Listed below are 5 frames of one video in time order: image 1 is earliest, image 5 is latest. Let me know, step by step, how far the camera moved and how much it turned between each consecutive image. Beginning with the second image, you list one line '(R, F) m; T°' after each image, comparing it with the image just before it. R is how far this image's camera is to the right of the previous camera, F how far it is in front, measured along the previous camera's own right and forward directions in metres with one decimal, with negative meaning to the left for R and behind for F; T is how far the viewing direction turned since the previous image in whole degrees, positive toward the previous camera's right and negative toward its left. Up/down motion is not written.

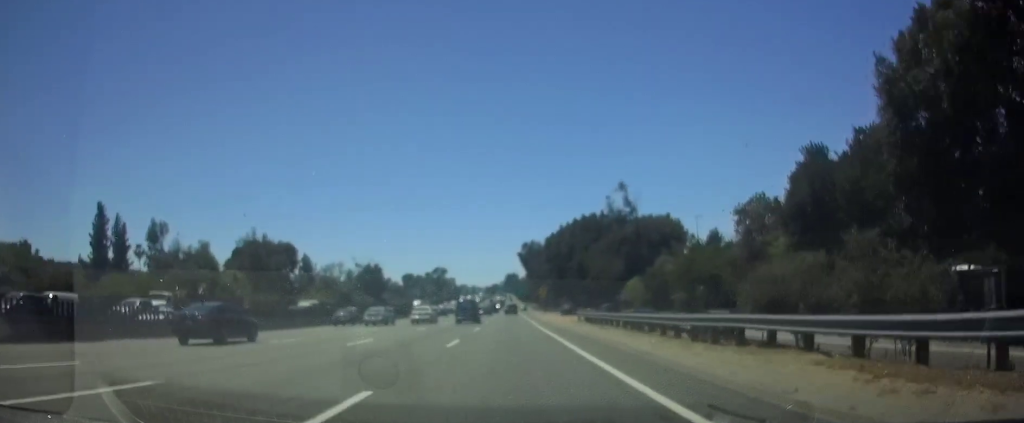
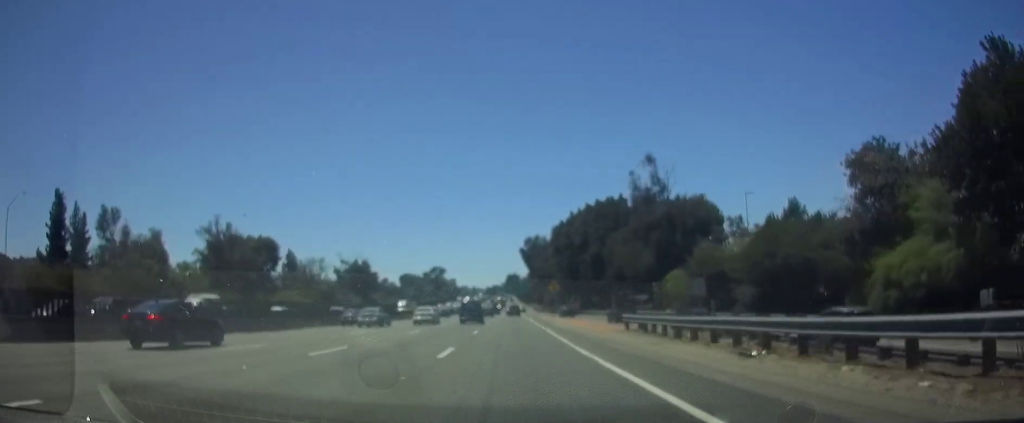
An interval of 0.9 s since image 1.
(-0.3, +18.7) m; 0°
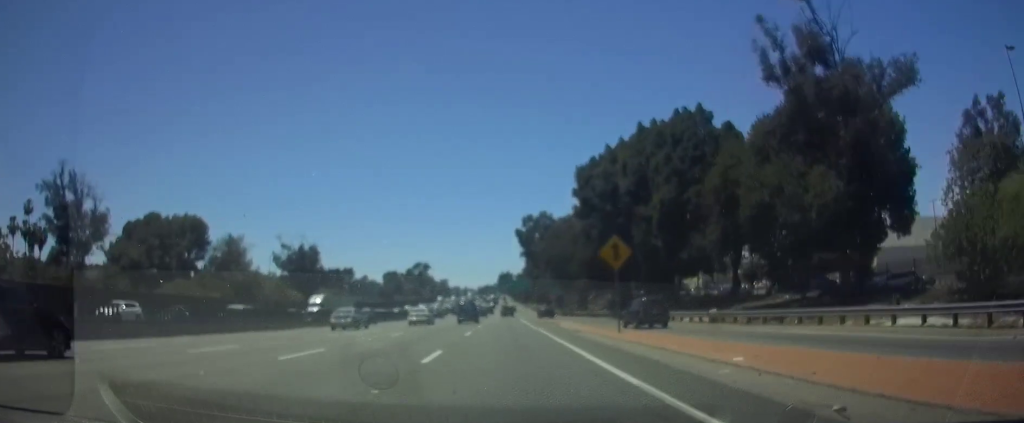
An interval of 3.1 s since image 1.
(+0.6, +45.4) m; +1°
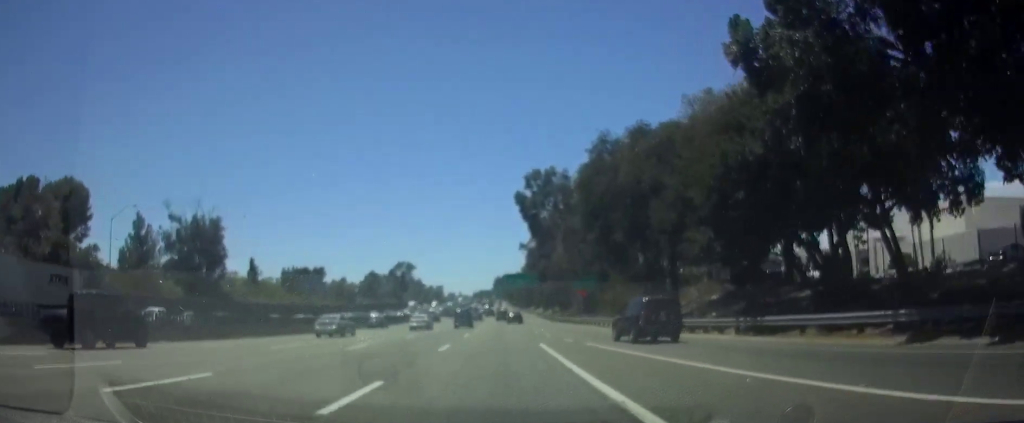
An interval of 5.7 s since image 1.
(+0.3, +50.1) m; 0°
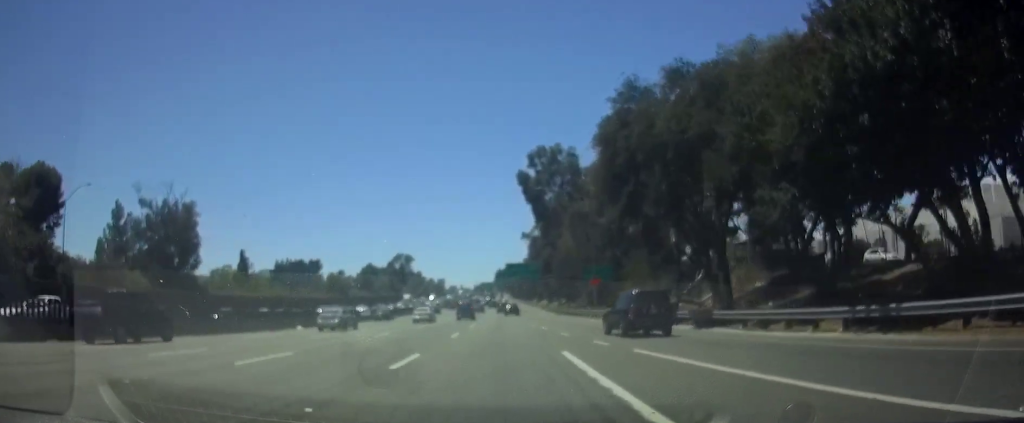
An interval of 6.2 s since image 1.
(0.0, +9.6) m; 0°
